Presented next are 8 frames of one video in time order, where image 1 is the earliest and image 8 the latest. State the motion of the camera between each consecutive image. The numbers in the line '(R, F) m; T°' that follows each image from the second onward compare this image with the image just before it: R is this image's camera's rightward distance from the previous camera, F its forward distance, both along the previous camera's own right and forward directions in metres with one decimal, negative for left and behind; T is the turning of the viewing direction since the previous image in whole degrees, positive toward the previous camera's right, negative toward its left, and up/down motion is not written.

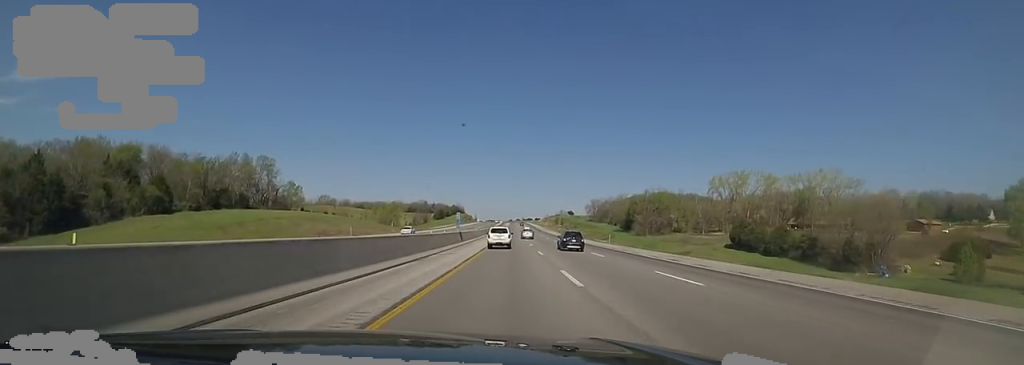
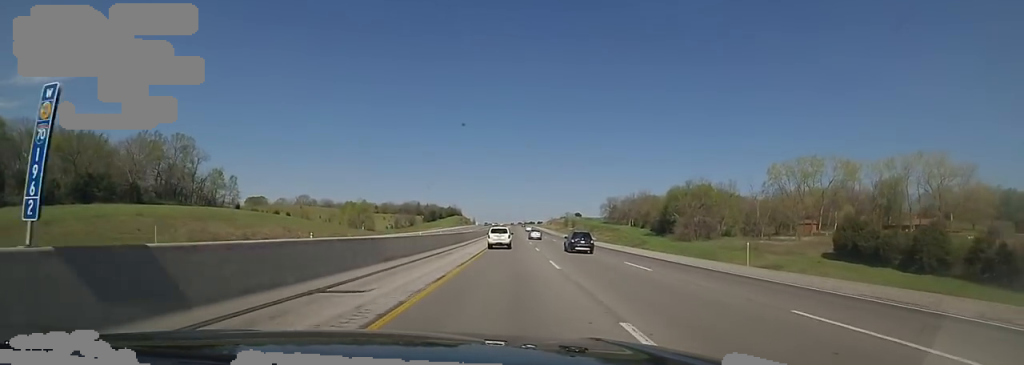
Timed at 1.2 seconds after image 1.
(0.0, +40.6) m; 0°
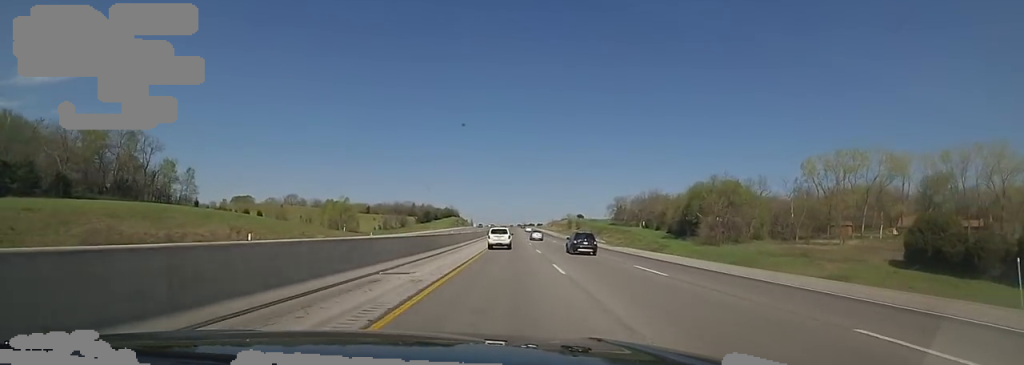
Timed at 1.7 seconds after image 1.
(0.0, +17.4) m; 0°
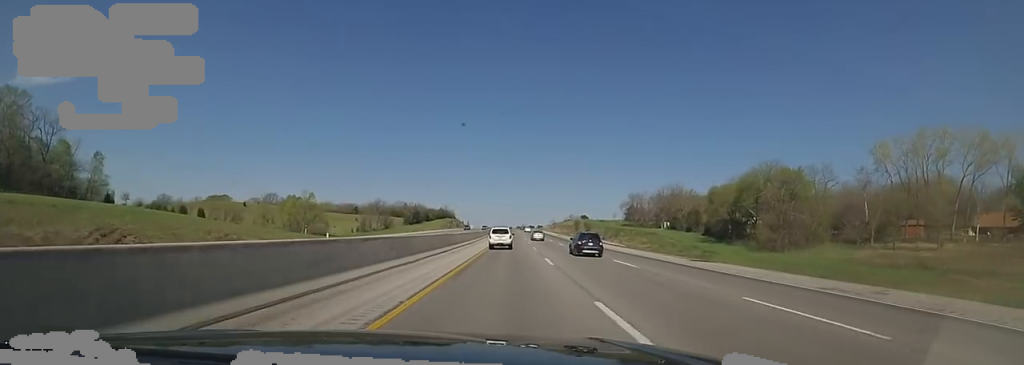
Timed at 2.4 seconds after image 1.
(0.0, +26.7) m; 0°
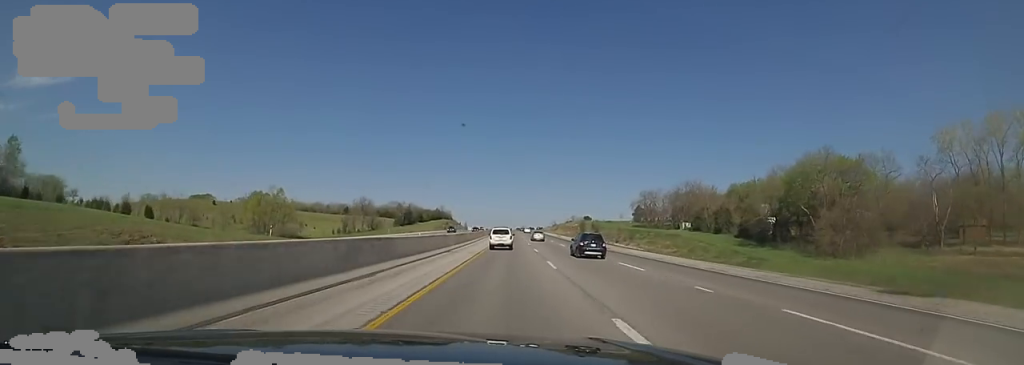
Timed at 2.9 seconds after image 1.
(0.0, +17.4) m; 0°
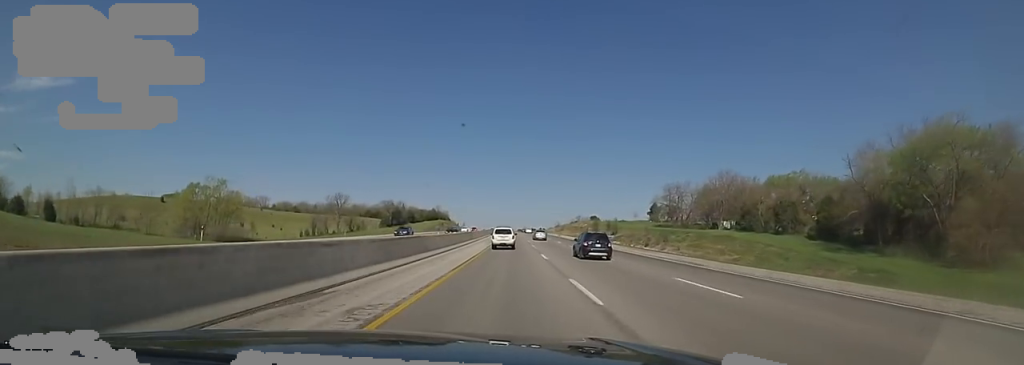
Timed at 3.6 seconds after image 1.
(0.0, +24.2) m; 0°
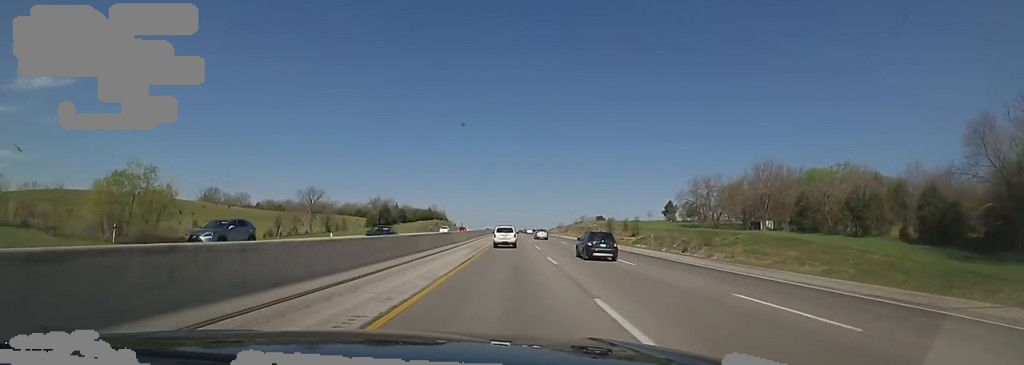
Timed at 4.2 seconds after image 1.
(+0.2, +19.5) m; -1°
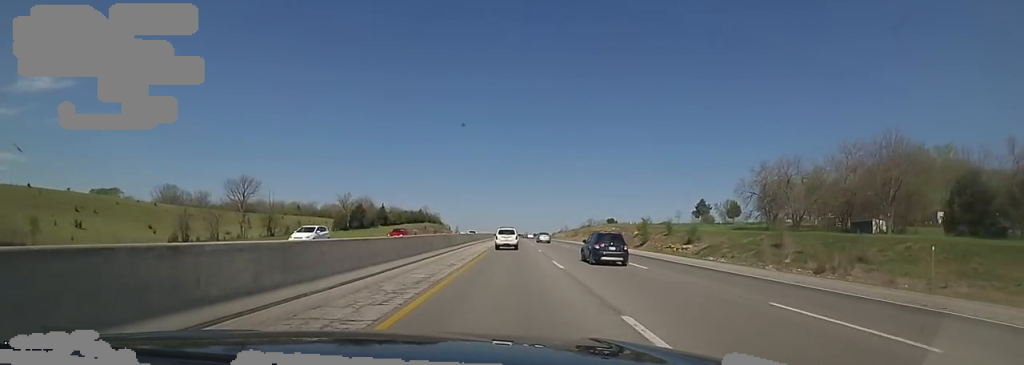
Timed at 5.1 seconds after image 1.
(-1.0, +31.8) m; 0°
